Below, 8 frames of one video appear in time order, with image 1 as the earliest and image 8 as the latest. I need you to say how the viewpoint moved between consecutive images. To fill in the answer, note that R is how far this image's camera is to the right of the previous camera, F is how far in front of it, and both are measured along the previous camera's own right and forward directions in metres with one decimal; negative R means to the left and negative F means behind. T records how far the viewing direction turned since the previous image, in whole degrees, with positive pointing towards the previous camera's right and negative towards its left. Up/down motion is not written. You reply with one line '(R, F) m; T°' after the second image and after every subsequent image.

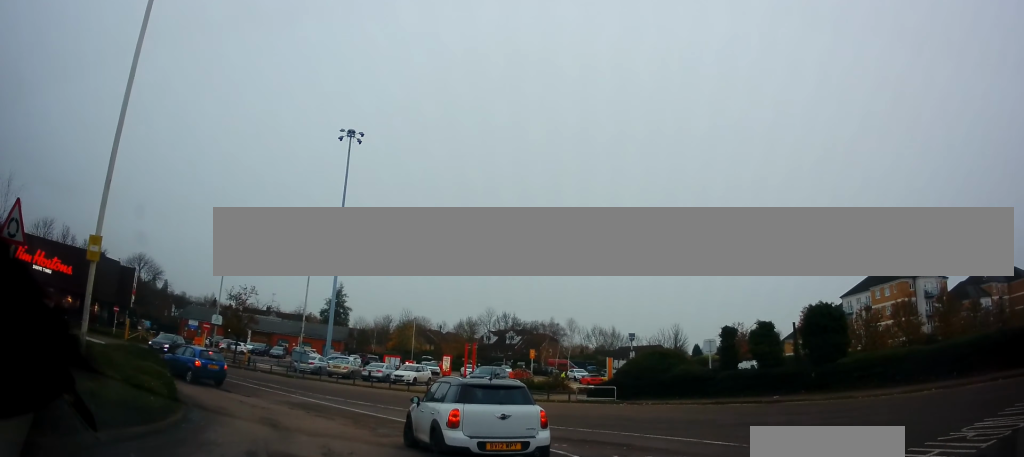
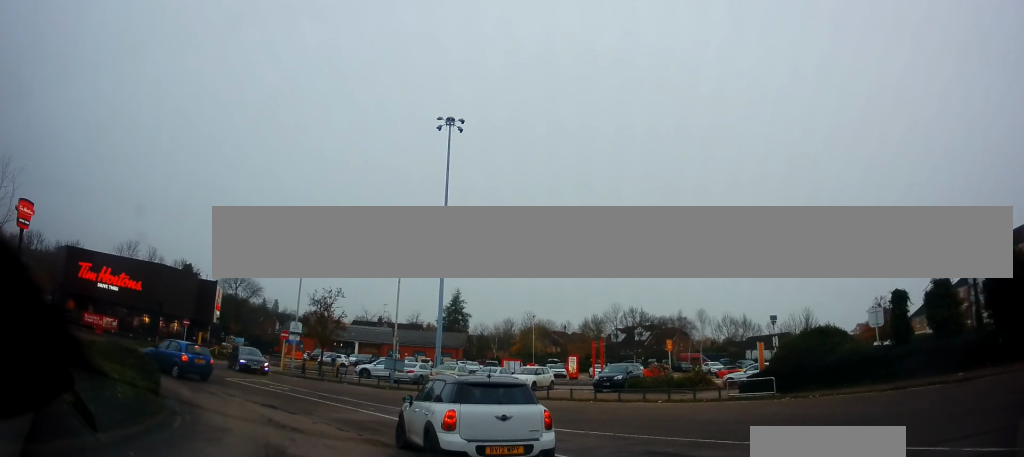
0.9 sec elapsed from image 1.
(-0.4, +5.8) m; -12°
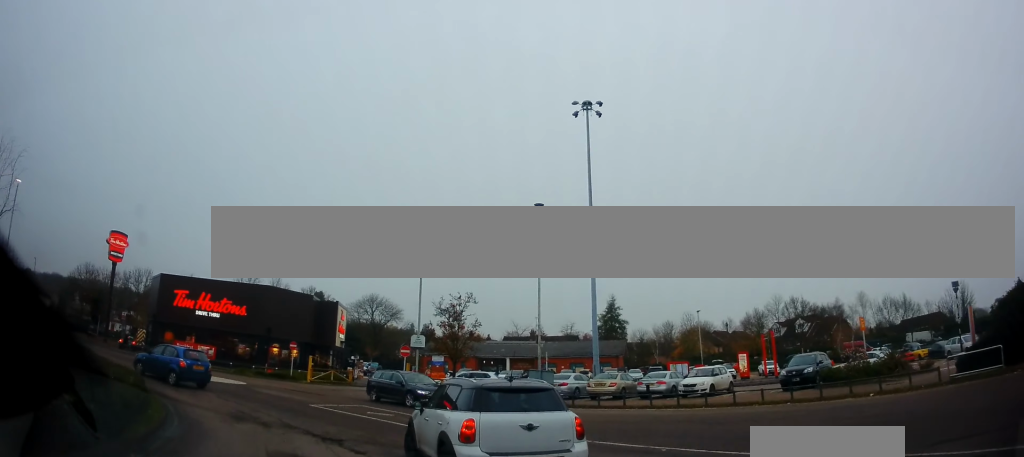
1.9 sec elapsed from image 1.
(-0.8, +5.9) m; -14°
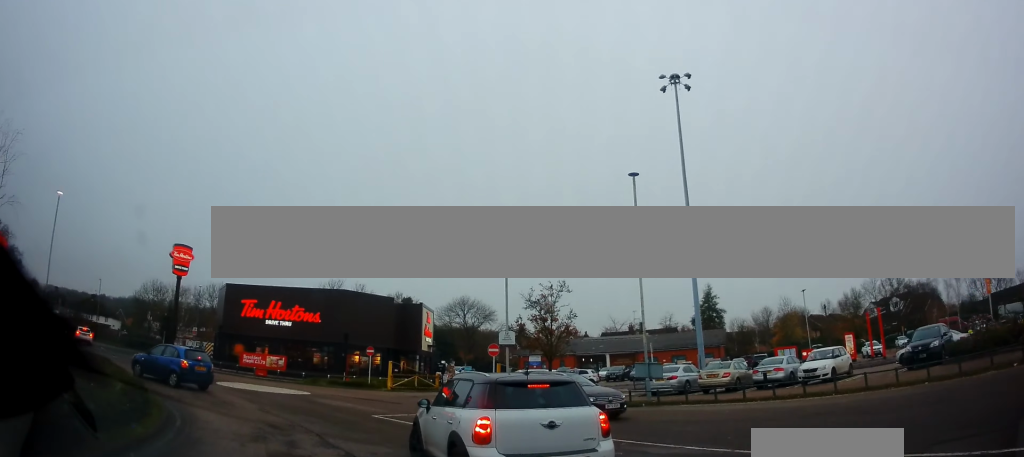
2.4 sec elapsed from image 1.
(-0.2, +3.4) m; -7°
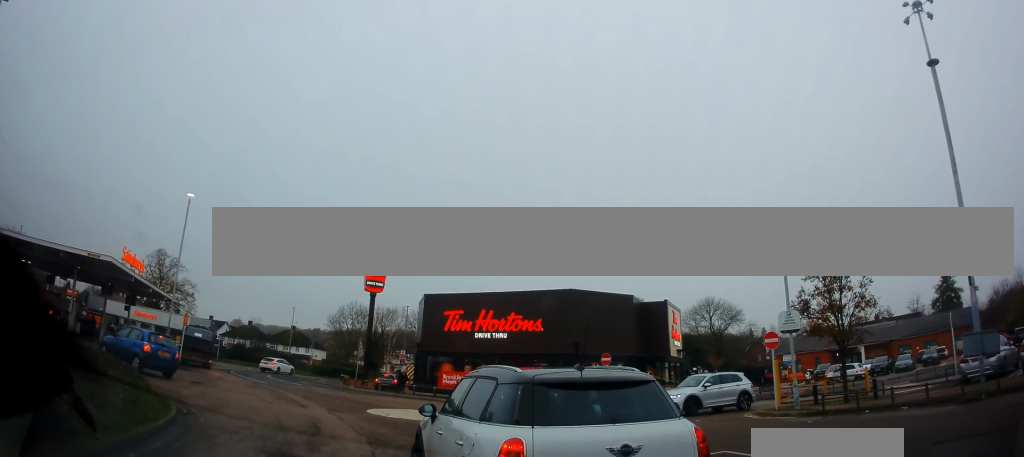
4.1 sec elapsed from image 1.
(-1.9, +7.9) m; -25°
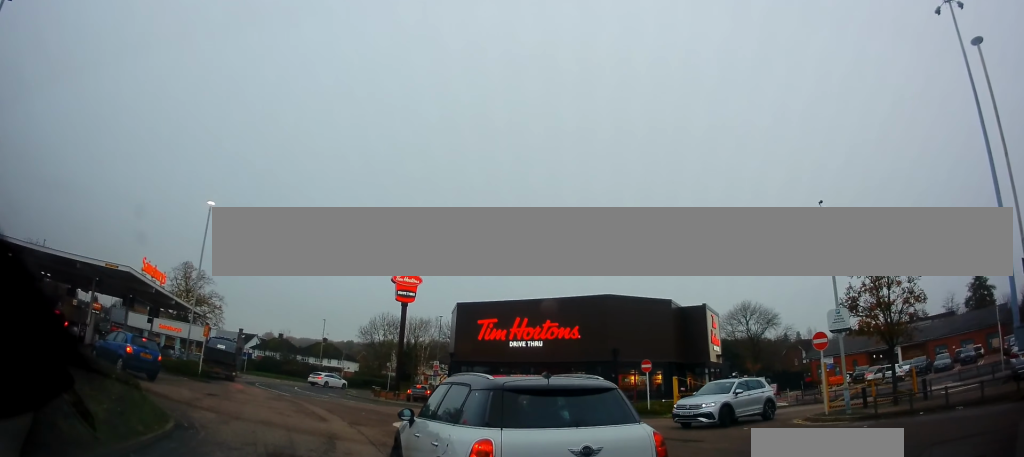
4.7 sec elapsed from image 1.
(-0.2, +2.3) m; -6°
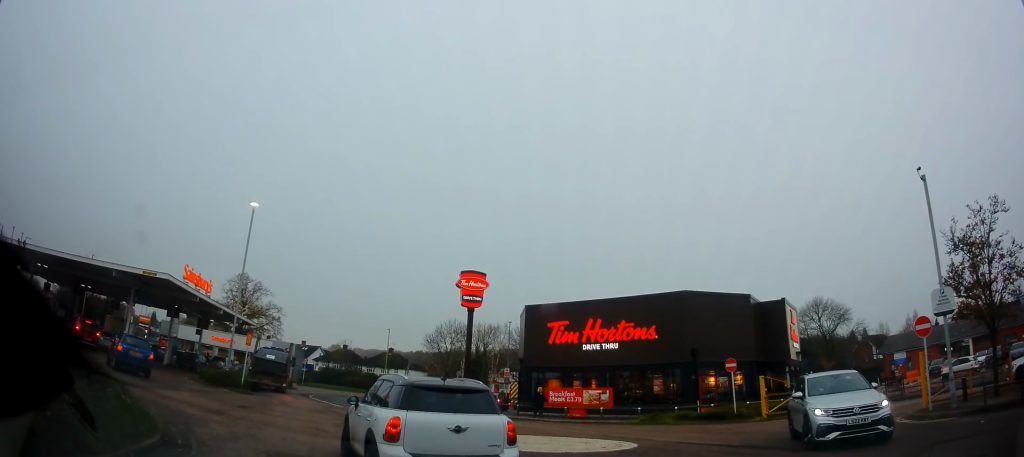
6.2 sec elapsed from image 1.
(-0.1, +3.6) m; -18°
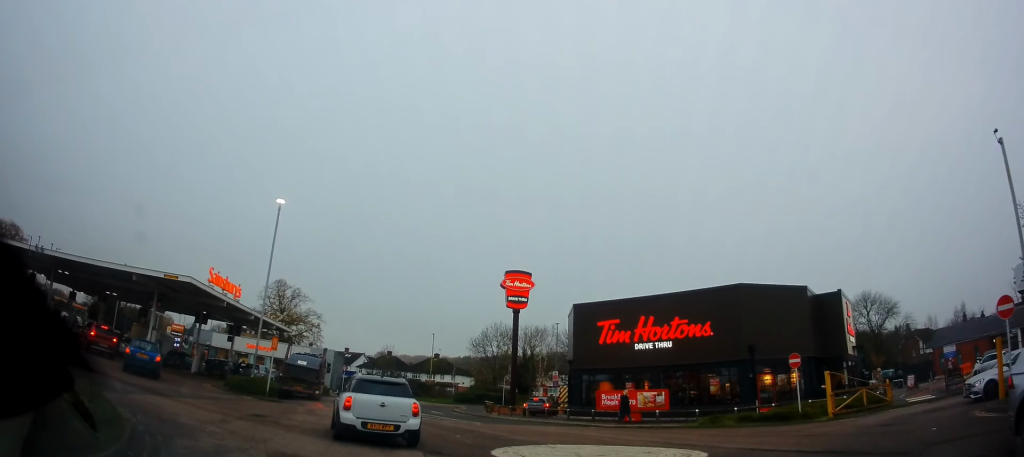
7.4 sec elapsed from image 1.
(-0.6, +1.9) m; -8°
